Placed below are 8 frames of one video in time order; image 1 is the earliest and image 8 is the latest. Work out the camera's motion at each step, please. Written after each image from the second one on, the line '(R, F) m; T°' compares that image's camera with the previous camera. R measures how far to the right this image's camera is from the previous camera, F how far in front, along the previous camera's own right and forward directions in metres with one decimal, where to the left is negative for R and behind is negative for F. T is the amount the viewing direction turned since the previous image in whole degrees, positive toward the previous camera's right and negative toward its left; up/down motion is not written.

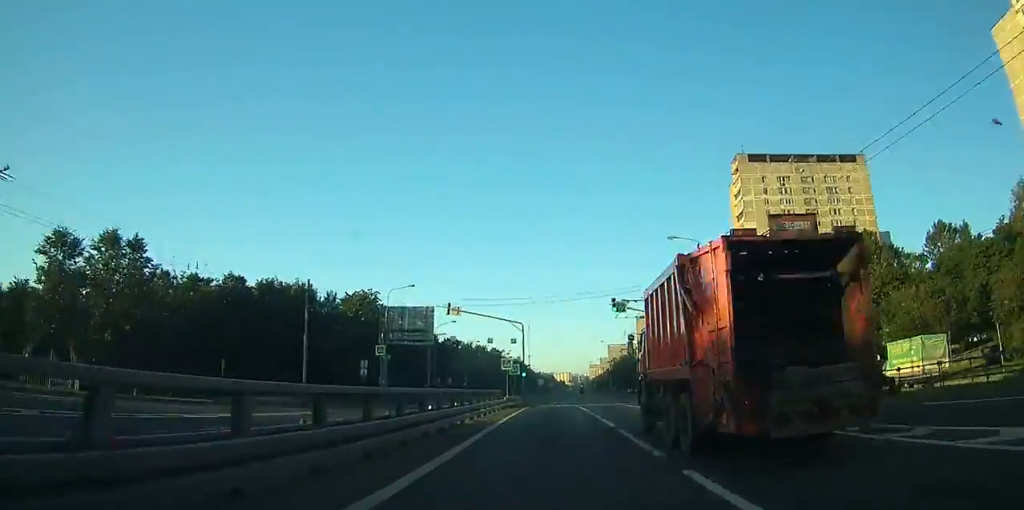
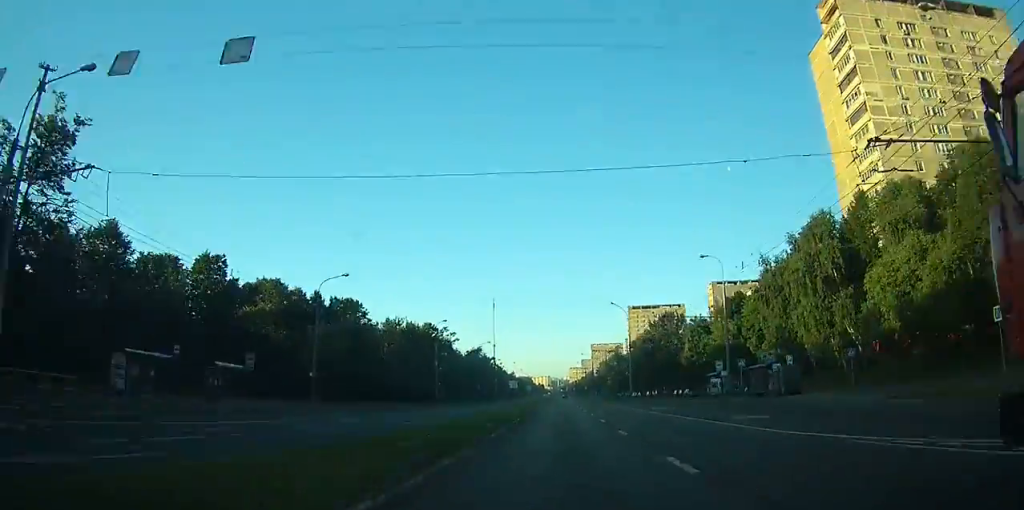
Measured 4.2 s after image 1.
(+0.3, +68.4) m; +1°
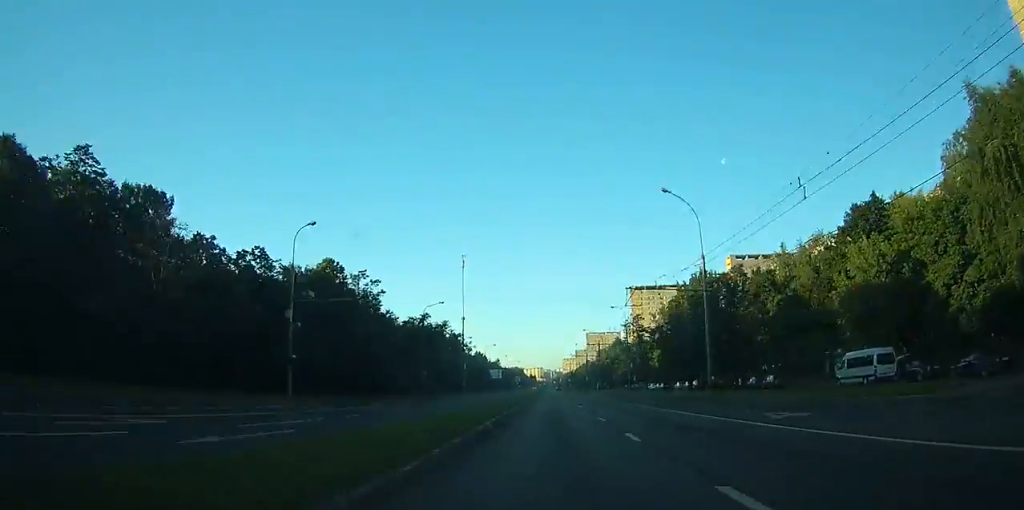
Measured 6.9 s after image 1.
(+0.6, +47.3) m; +1°
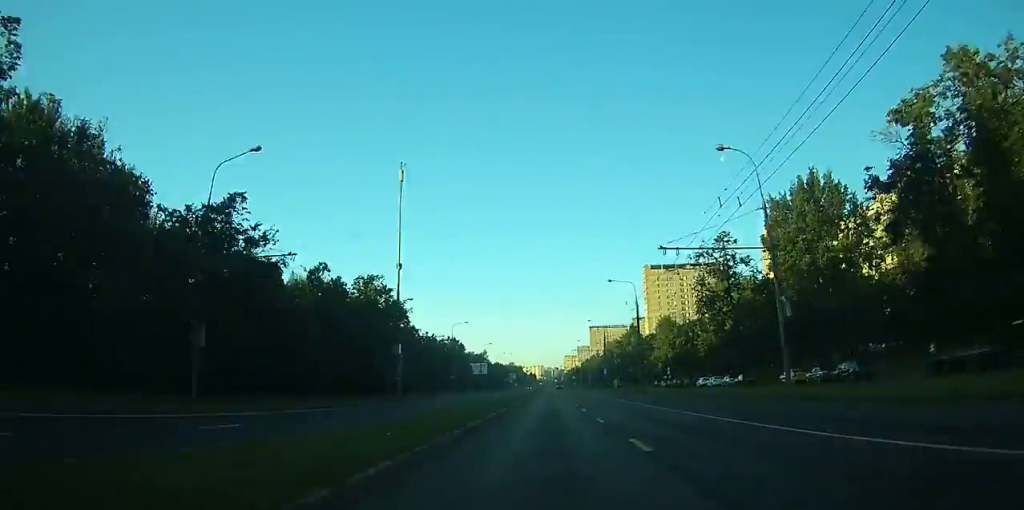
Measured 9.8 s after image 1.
(+0.3, +52.7) m; 0°
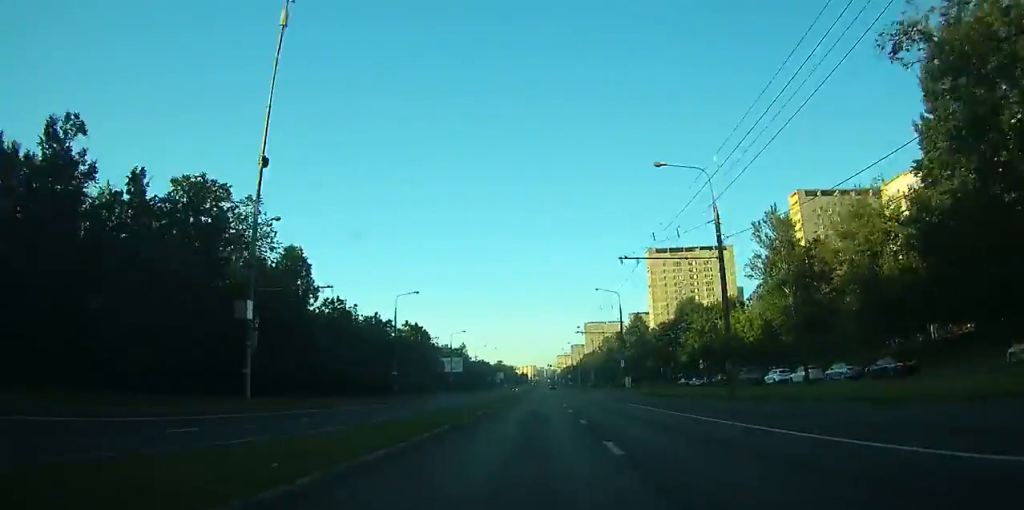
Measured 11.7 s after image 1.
(0.0, +33.4) m; 0°
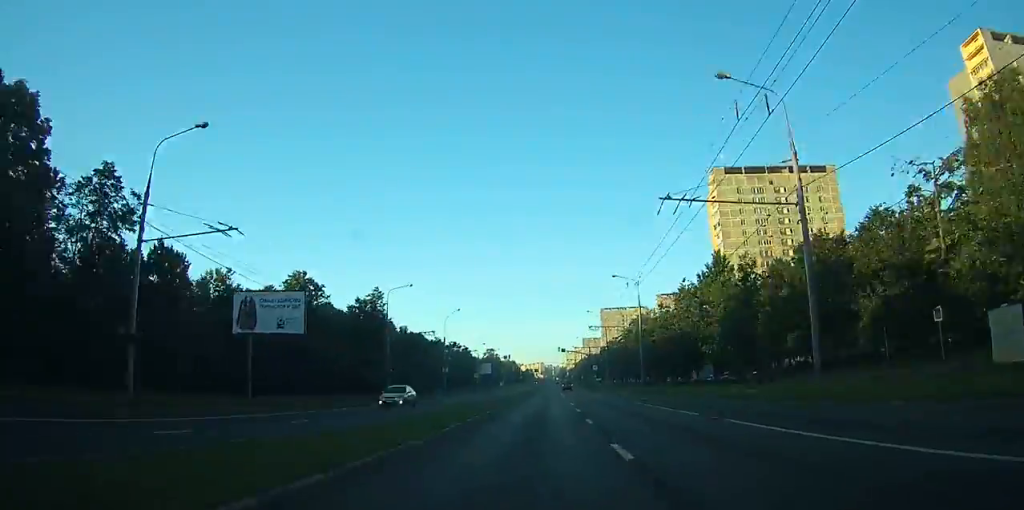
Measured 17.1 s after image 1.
(-0.5, +90.8) m; 0°
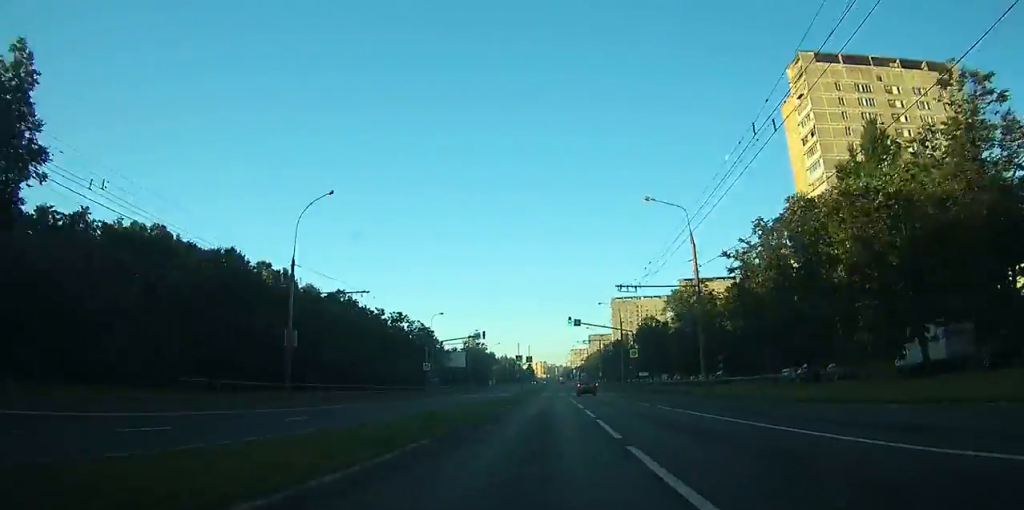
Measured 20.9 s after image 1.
(0.0, +56.7) m; 0°
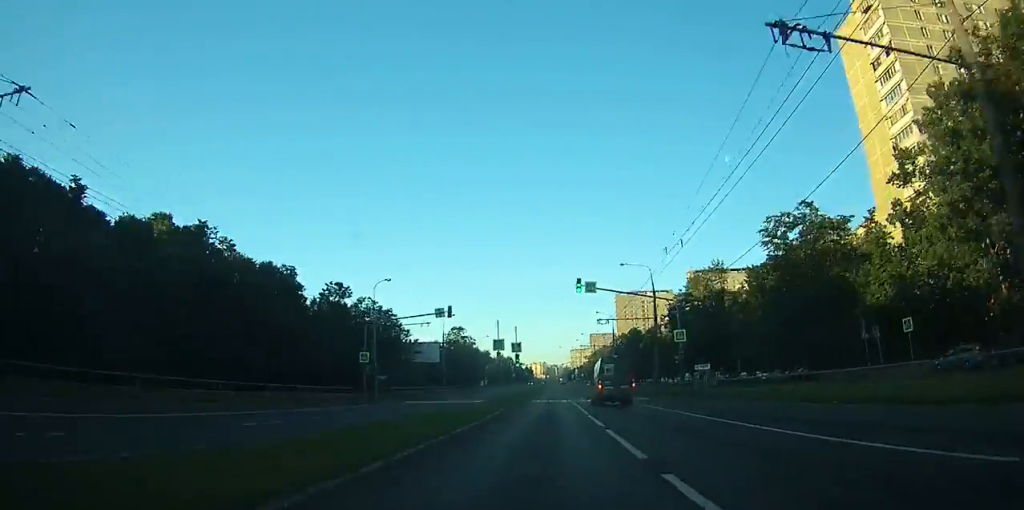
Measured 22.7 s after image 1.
(-0.1, +27.2) m; 0°
